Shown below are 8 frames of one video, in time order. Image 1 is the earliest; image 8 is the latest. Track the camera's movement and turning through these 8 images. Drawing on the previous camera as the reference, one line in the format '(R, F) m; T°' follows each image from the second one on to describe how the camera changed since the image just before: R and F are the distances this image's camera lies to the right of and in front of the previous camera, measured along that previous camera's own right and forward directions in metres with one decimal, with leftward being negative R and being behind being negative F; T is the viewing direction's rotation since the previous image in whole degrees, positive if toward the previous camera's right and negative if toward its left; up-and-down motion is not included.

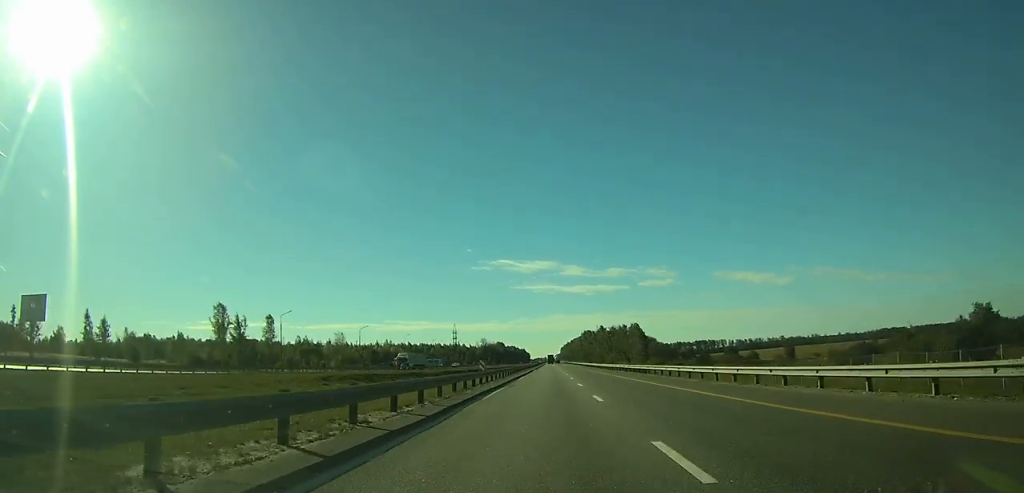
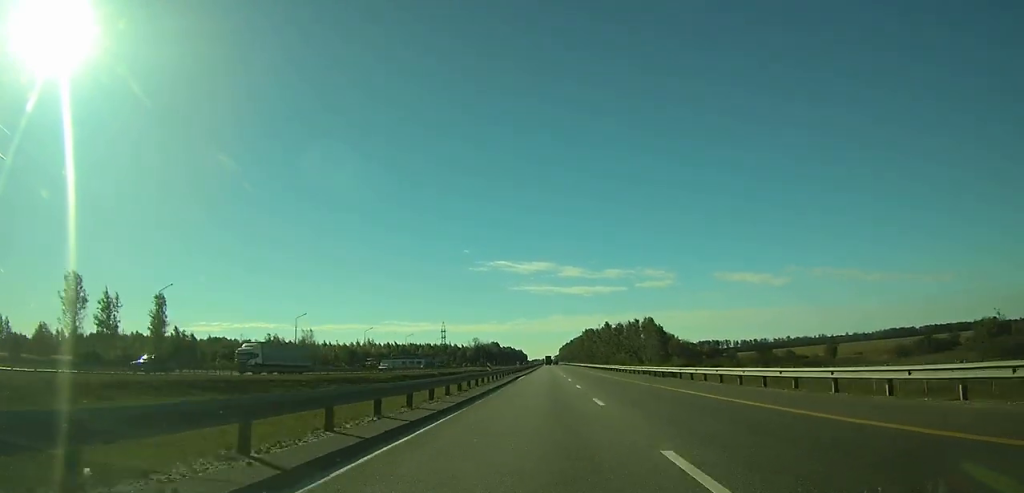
(0.0, +36.7) m; 0°
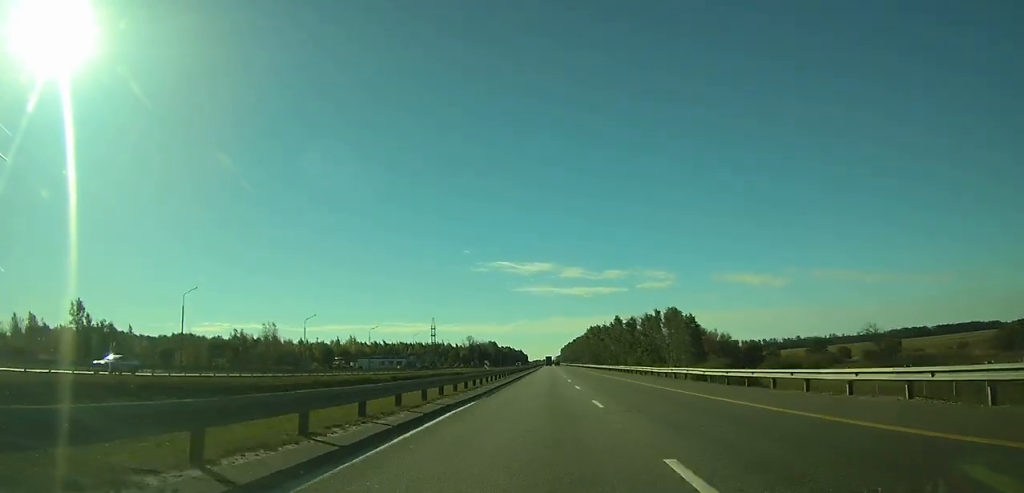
(0.0, +36.9) m; 0°
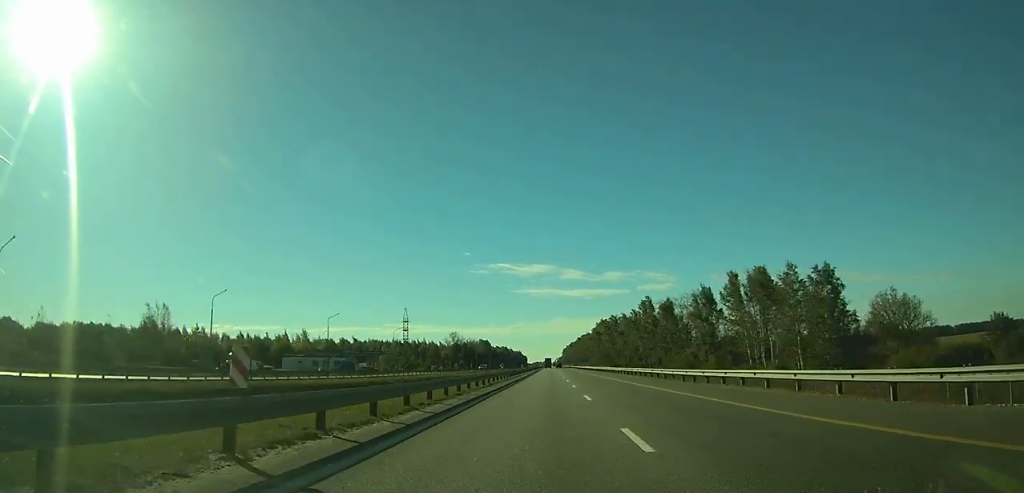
(+0.1, +68.1) m; 0°
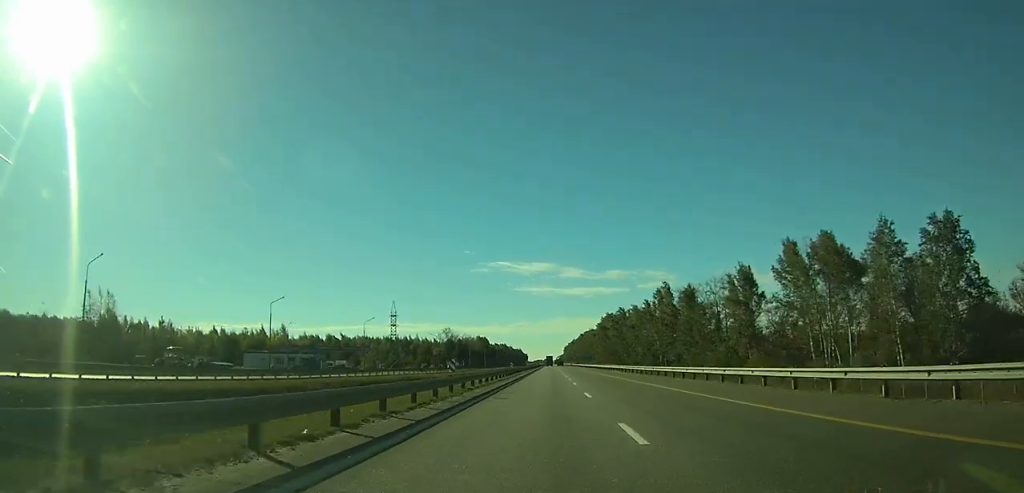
(0.0, +23.5) m; 0°
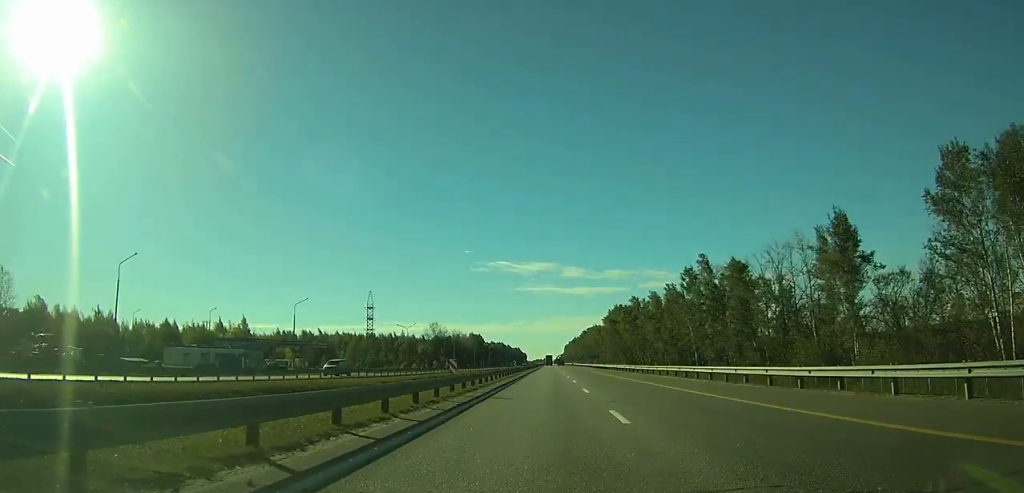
(0.0, +33.3) m; 0°
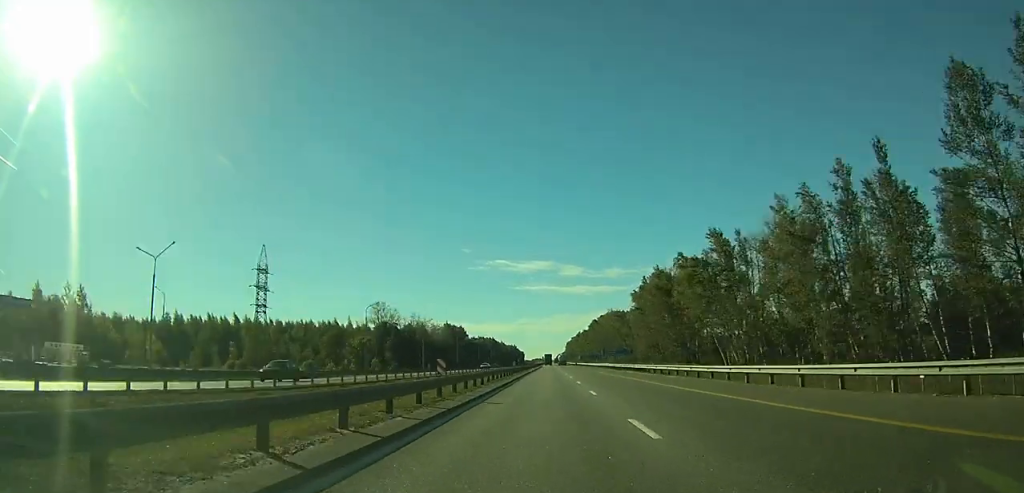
(0.0, +86.7) m; 0°
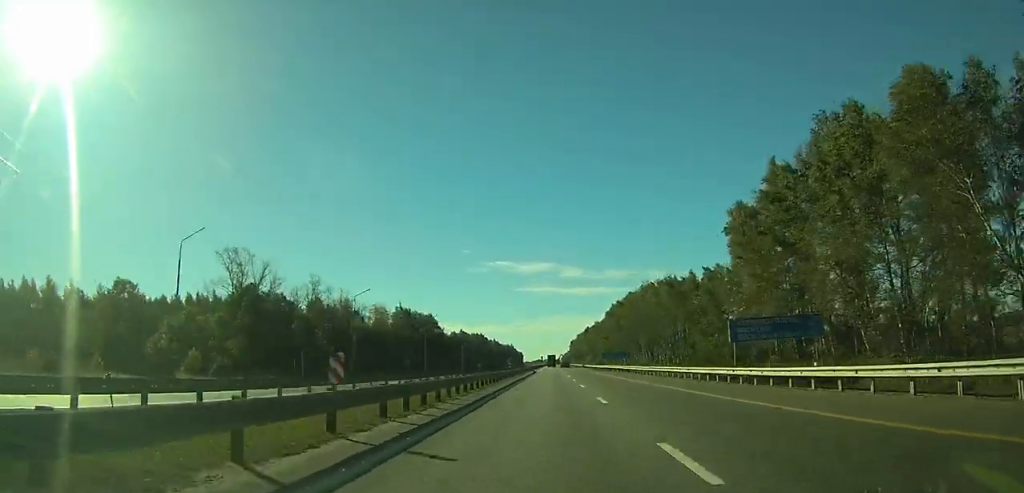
(+0.1, +87.4) m; 0°
